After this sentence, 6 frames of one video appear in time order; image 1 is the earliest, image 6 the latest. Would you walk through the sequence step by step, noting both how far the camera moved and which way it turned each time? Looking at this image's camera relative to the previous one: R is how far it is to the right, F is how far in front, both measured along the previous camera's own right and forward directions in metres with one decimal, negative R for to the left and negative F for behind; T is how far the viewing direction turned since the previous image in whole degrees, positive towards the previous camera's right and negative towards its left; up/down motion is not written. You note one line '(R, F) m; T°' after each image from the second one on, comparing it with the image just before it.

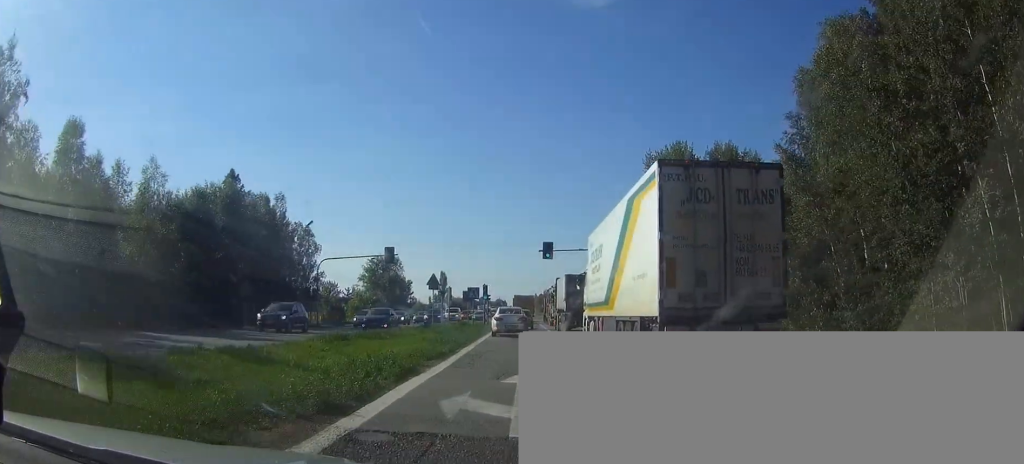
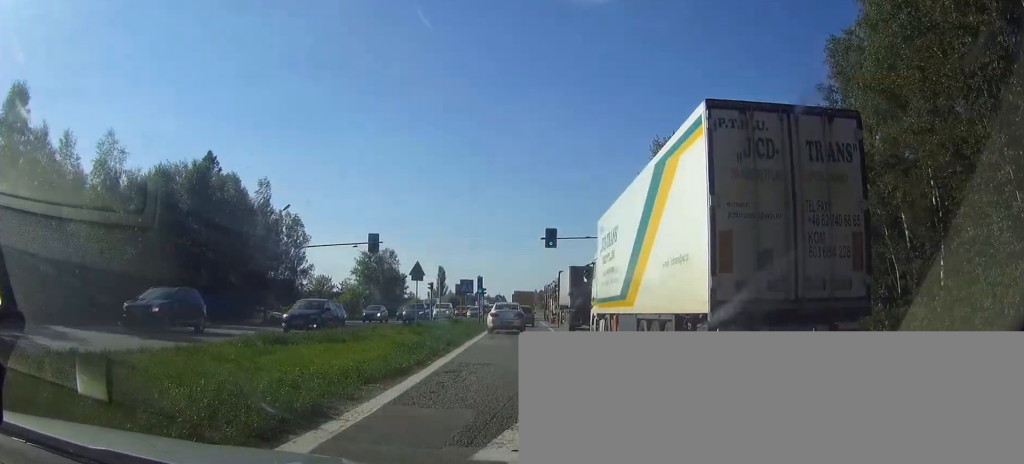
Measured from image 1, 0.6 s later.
(0.0, +6.2) m; 0°
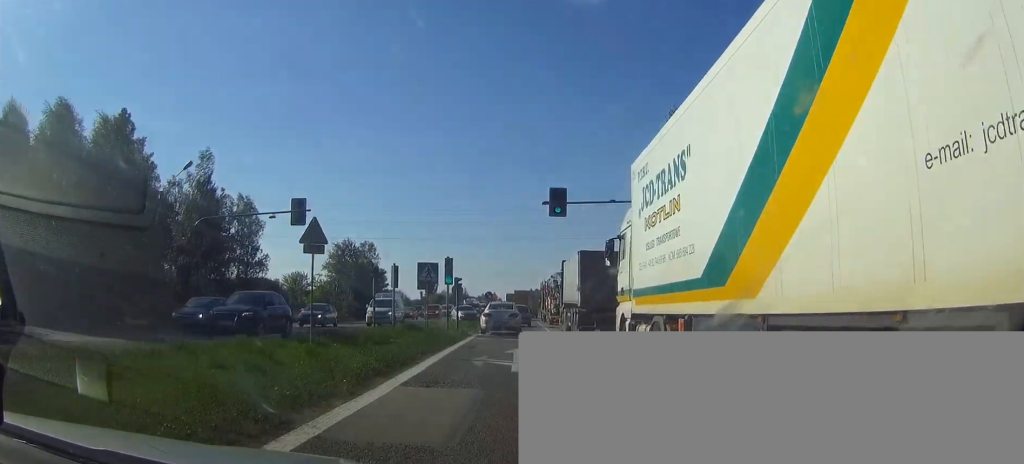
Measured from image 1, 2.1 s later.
(+0.1, +16.9) m; +1°
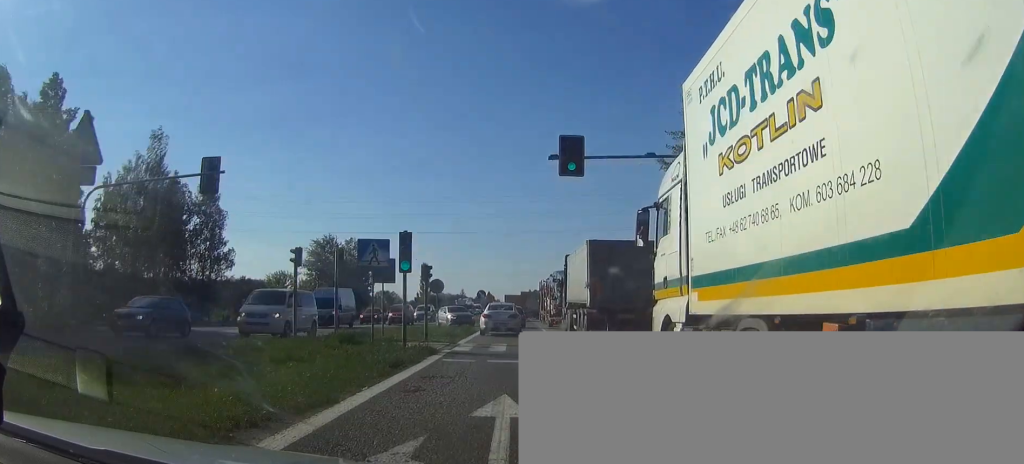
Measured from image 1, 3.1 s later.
(0.0, +11.1) m; 0°
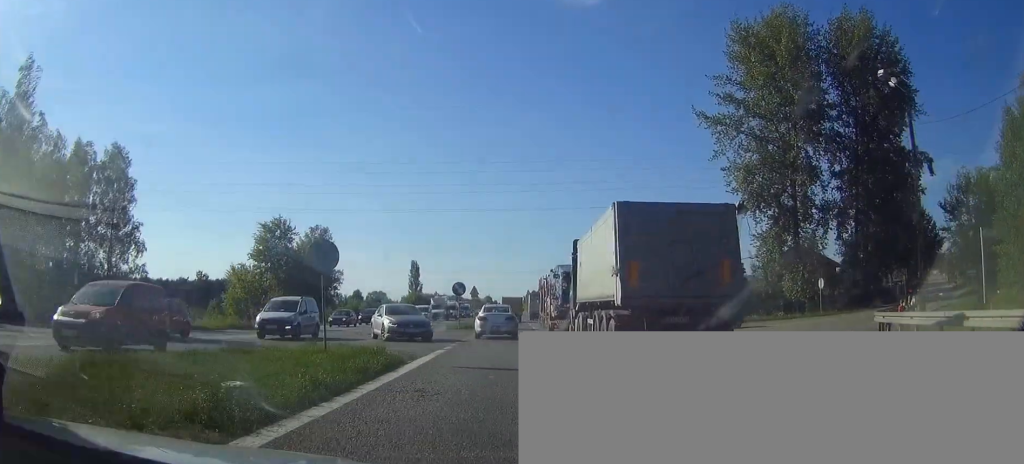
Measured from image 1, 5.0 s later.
(-0.1, +21.7) m; 0°
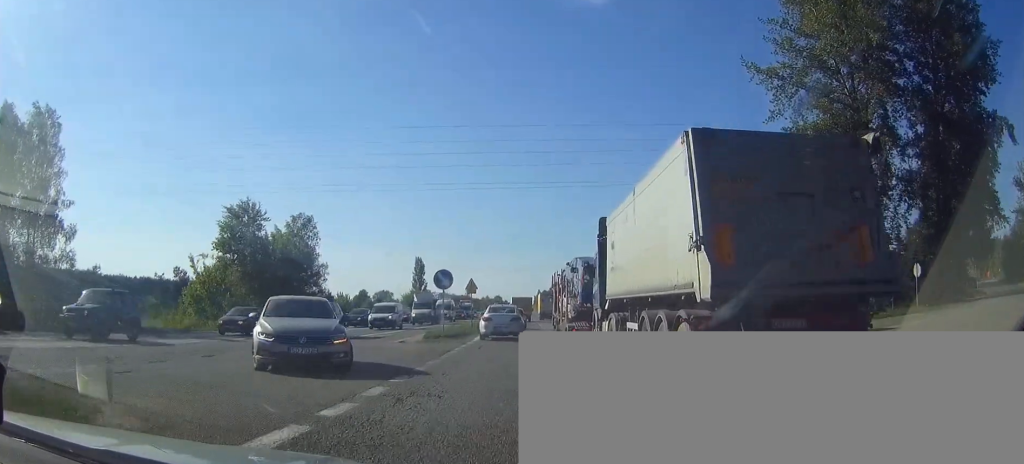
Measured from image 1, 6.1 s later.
(0.0, +13.7) m; 0°
